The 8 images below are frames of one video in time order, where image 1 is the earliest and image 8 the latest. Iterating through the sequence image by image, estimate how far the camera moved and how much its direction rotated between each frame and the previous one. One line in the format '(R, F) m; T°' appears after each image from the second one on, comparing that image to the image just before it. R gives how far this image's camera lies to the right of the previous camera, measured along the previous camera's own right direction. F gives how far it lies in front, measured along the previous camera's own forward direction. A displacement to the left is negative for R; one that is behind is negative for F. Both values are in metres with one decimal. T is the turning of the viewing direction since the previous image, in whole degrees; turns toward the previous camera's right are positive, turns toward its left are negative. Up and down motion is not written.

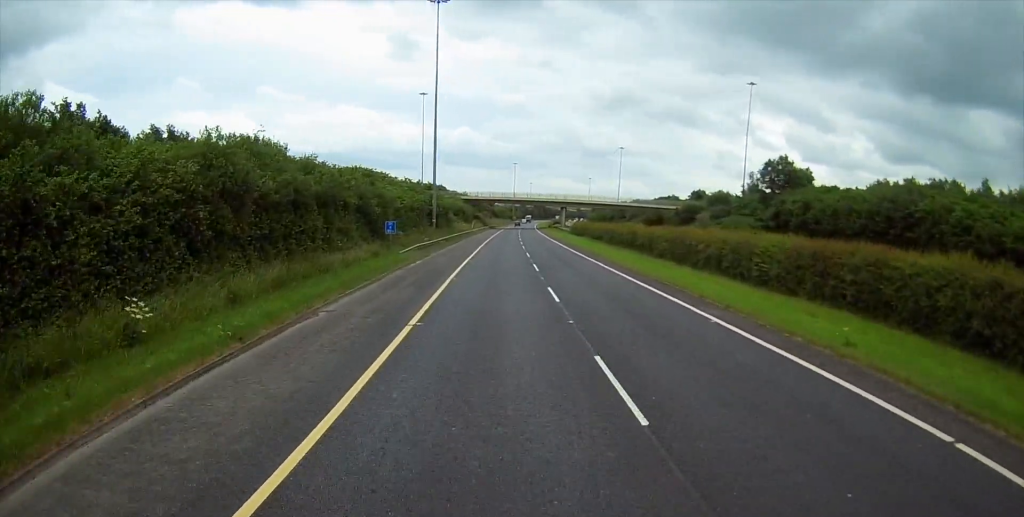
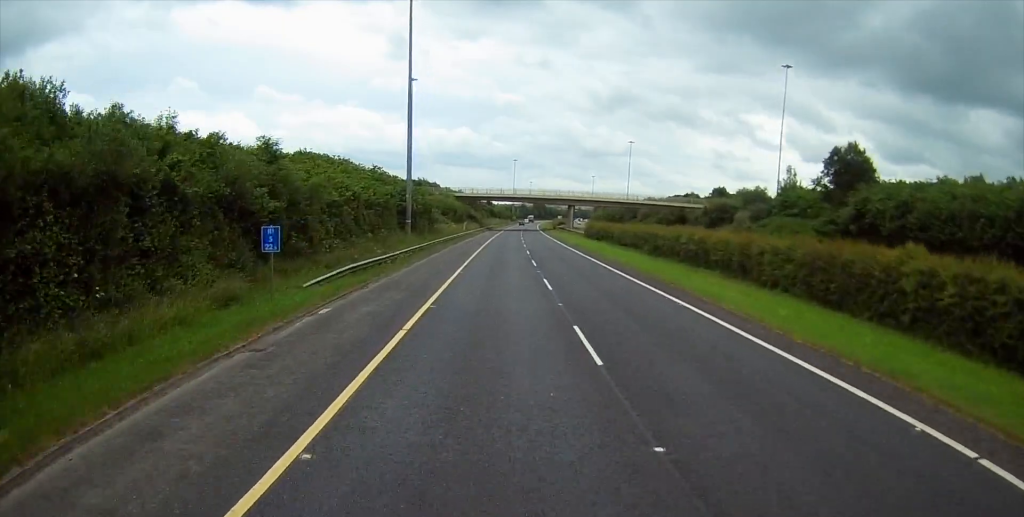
(+0.2, +20.5) m; 0°
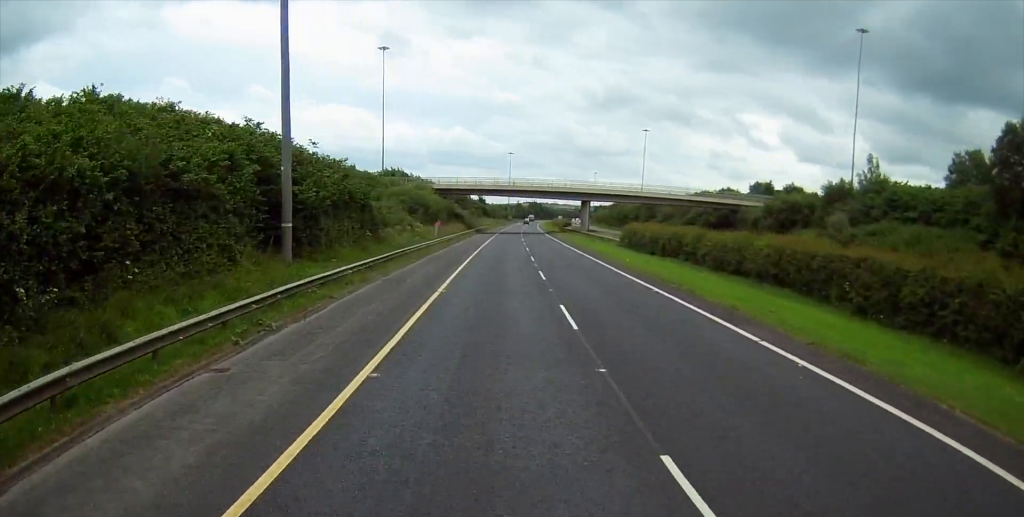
(-0.1, +32.4) m; 0°
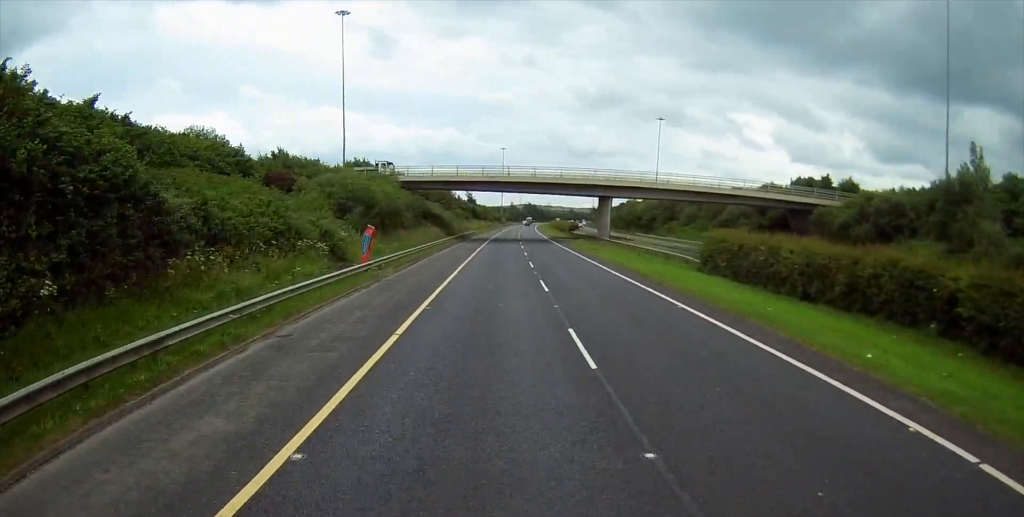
(+0.4, +27.6) m; +1°
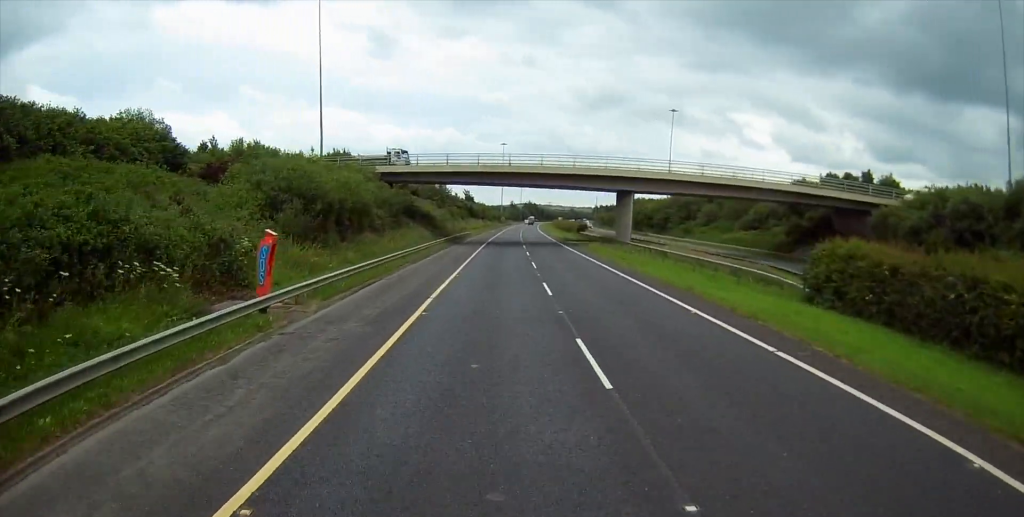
(+0.2, +13.4) m; 0°
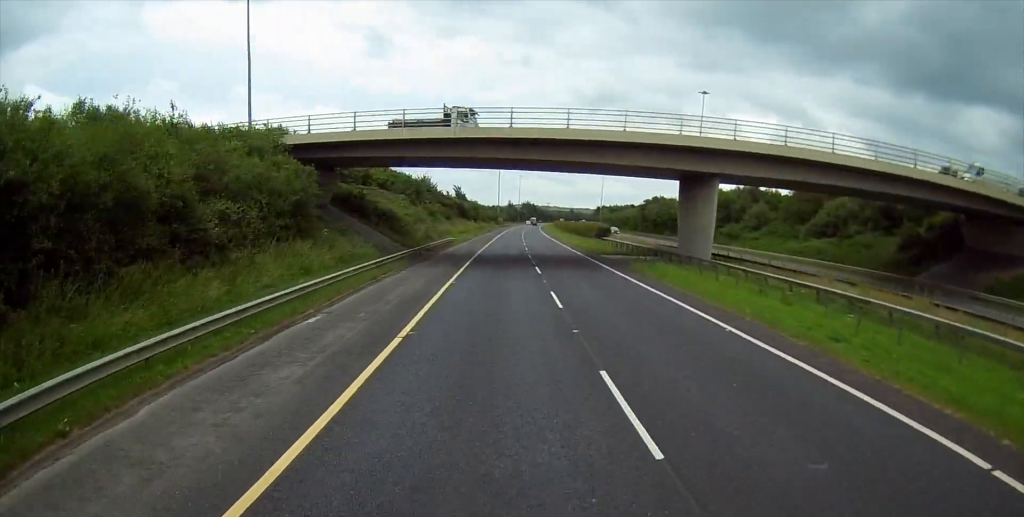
(-0.3, +26.8) m; -1°
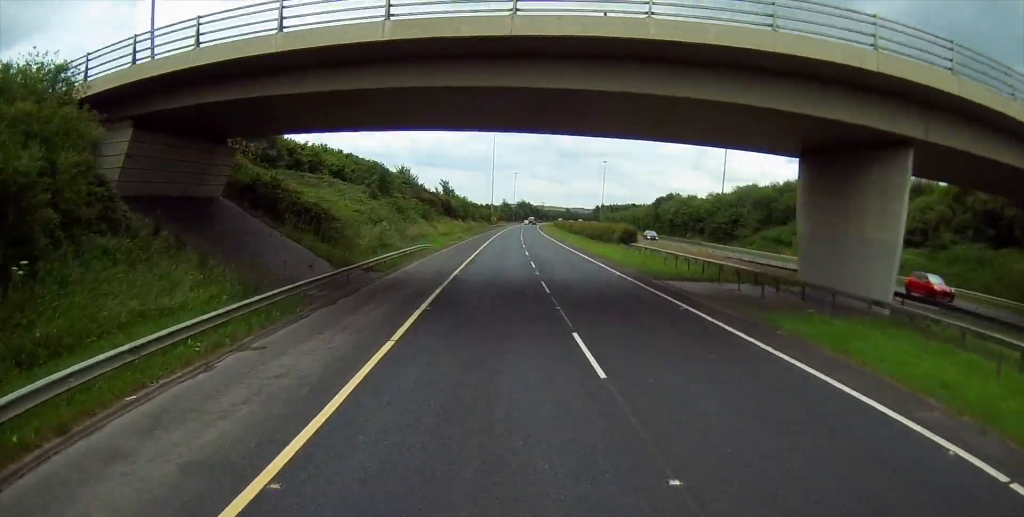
(0.0, +20.4) m; +1°
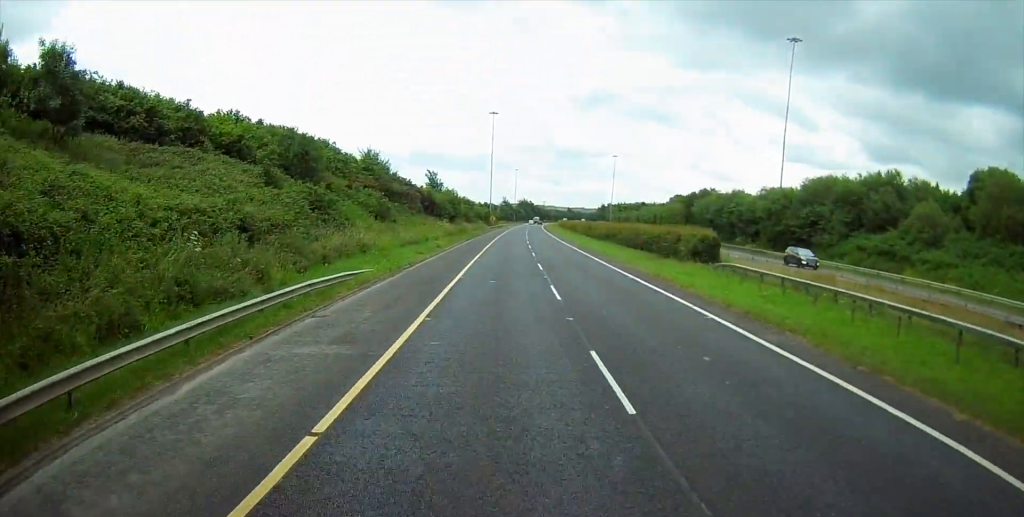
(+0.3, +25.8) m; +1°
